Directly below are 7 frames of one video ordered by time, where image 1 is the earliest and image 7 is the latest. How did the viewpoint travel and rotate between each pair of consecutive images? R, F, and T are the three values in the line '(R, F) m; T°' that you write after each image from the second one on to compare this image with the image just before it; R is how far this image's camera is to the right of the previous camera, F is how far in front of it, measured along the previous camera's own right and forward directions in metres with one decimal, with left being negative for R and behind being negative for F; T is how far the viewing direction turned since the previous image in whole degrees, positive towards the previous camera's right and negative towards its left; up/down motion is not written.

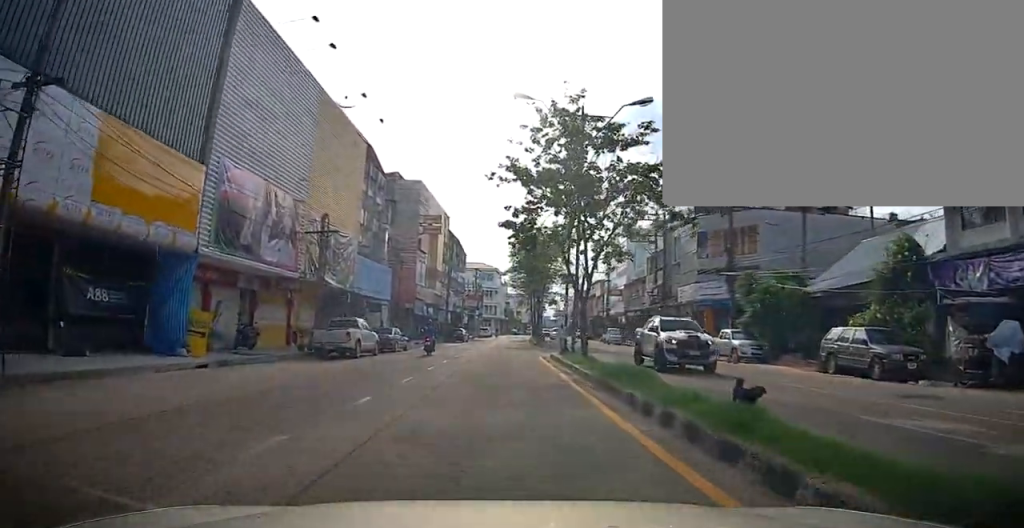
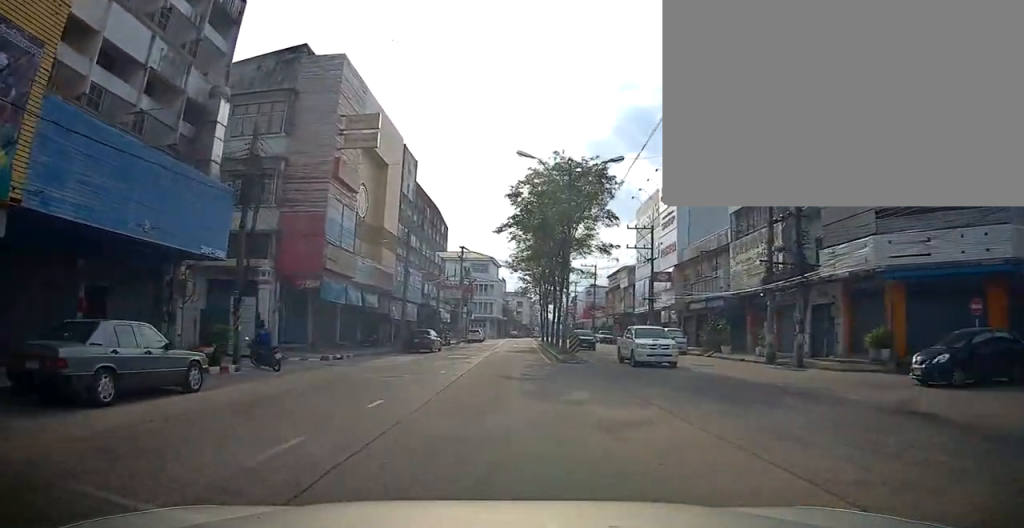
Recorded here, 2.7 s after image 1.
(-0.3, +24.1) m; 0°
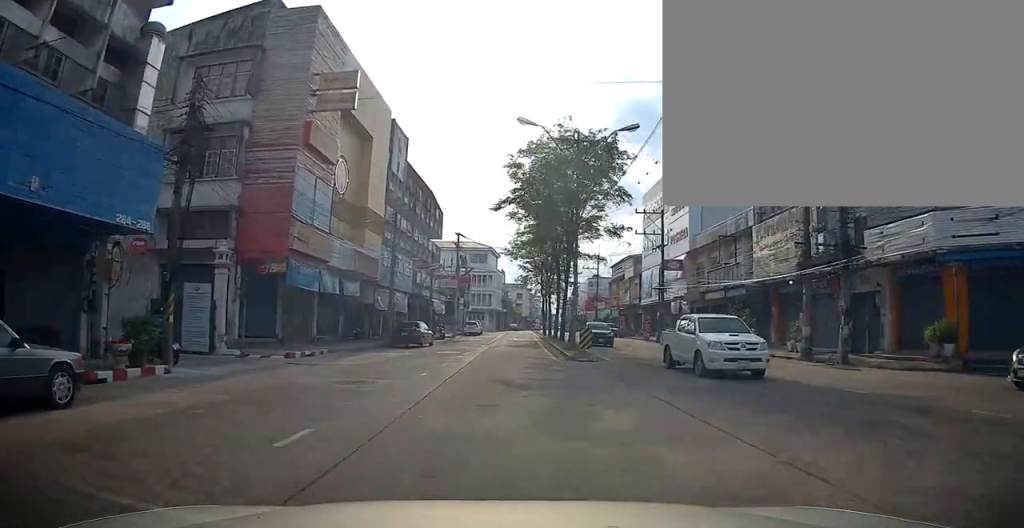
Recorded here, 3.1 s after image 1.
(-0.2, +3.9) m; +1°
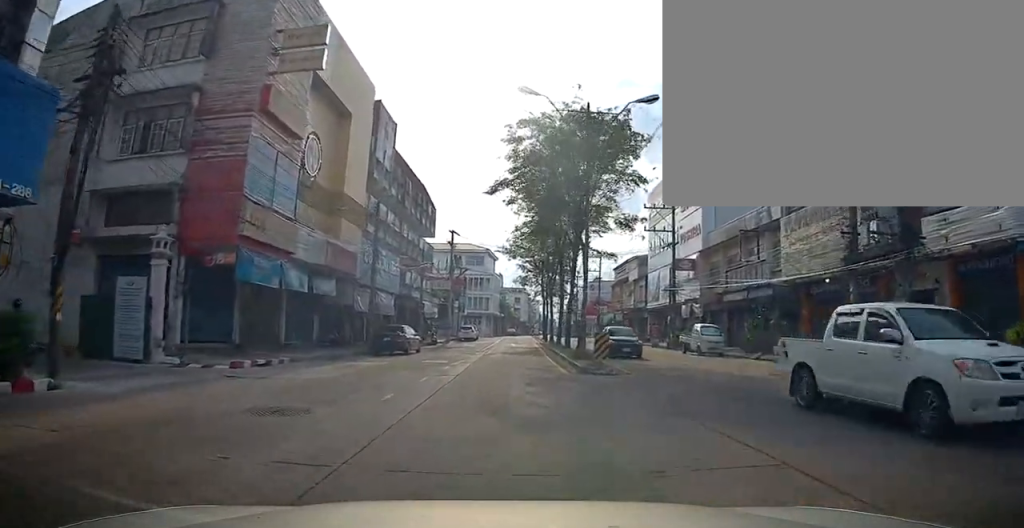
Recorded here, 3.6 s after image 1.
(+0.3, +4.0) m; +2°
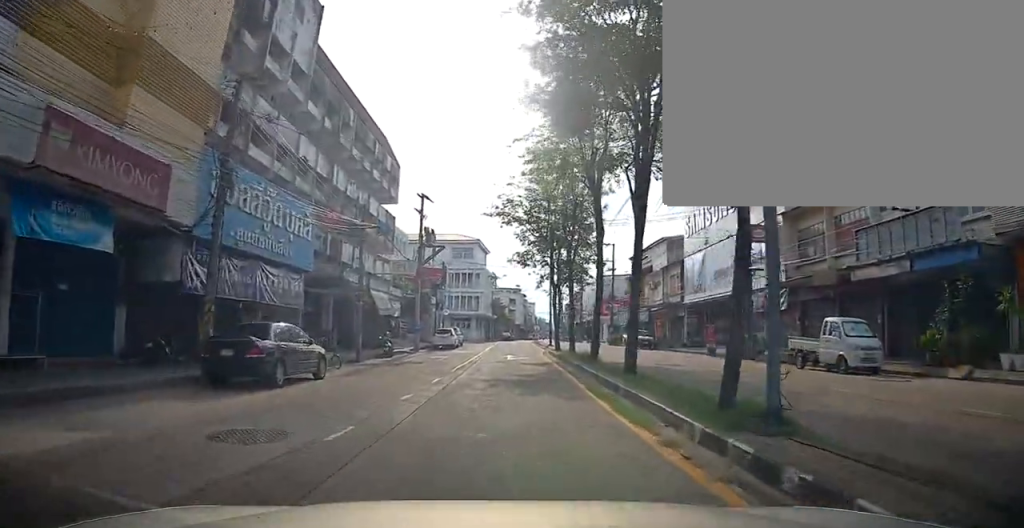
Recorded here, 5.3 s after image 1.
(+0.4, +15.3) m; +1°
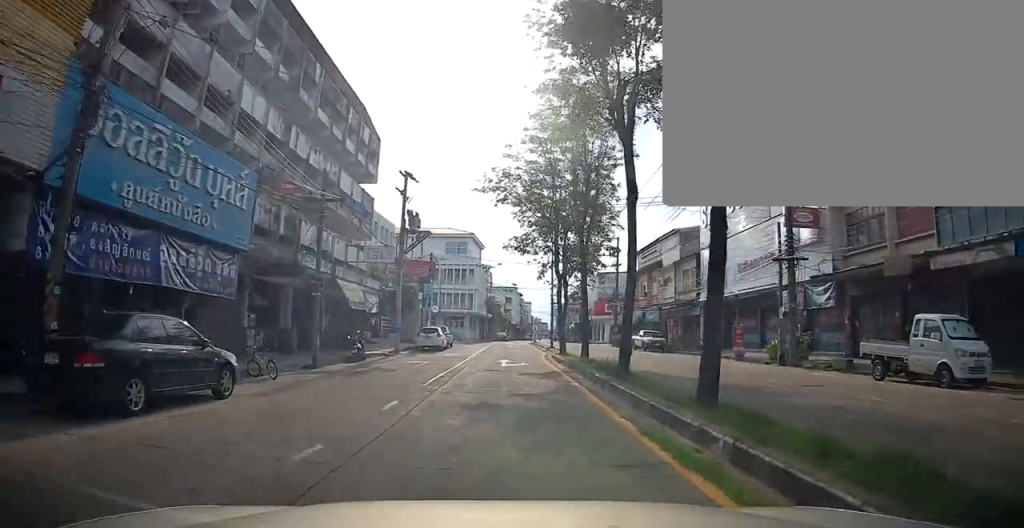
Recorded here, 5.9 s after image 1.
(-0.1, +5.0) m; 0°
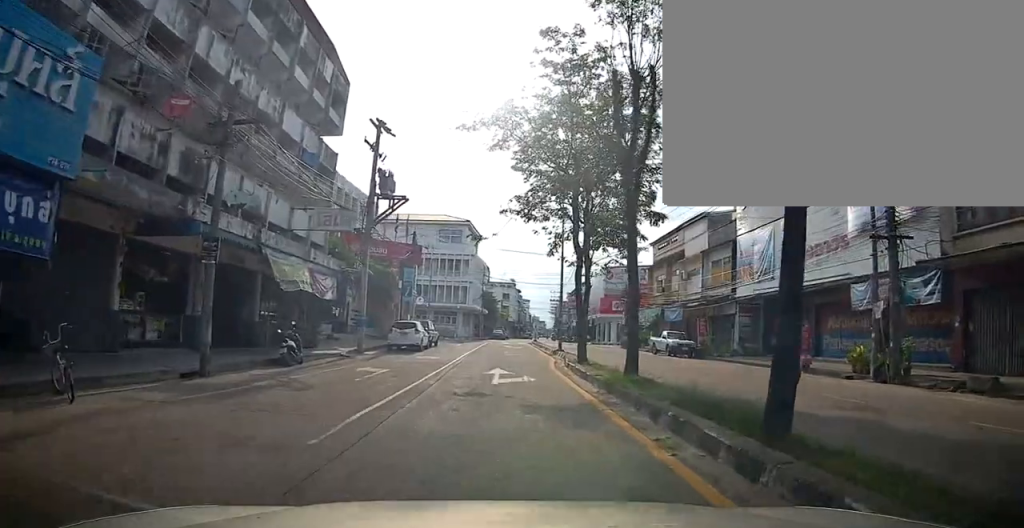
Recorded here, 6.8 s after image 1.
(+0.1, +7.4) m; +1°
